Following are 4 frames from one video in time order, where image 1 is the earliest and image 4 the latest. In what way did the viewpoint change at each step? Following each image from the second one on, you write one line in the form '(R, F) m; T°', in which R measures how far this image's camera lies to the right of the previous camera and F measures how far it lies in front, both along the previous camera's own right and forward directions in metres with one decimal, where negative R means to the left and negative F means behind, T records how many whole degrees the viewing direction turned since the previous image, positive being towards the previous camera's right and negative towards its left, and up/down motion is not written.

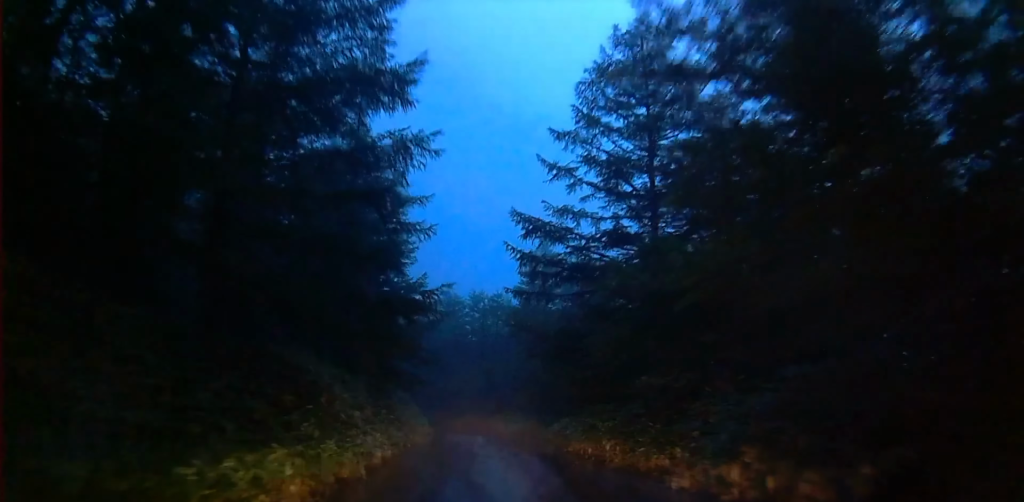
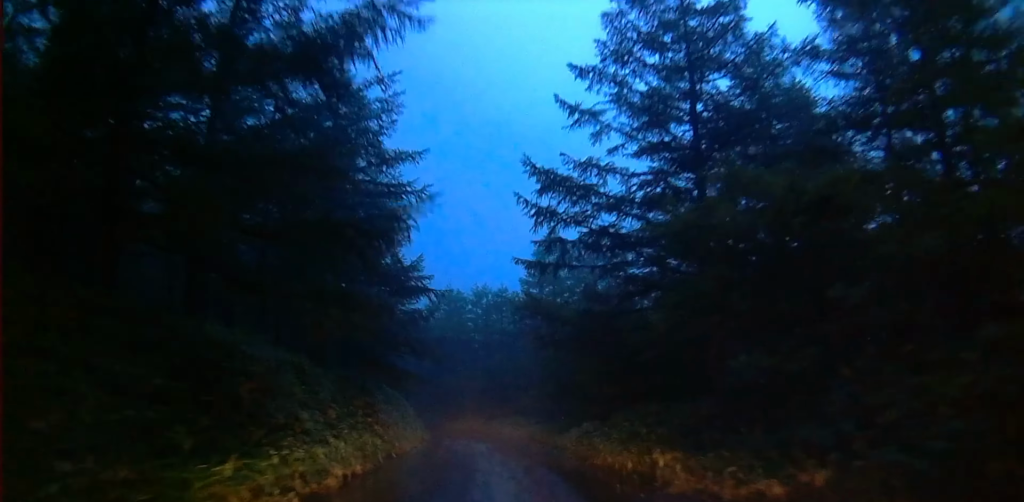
(0.0, +4.8) m; 0°
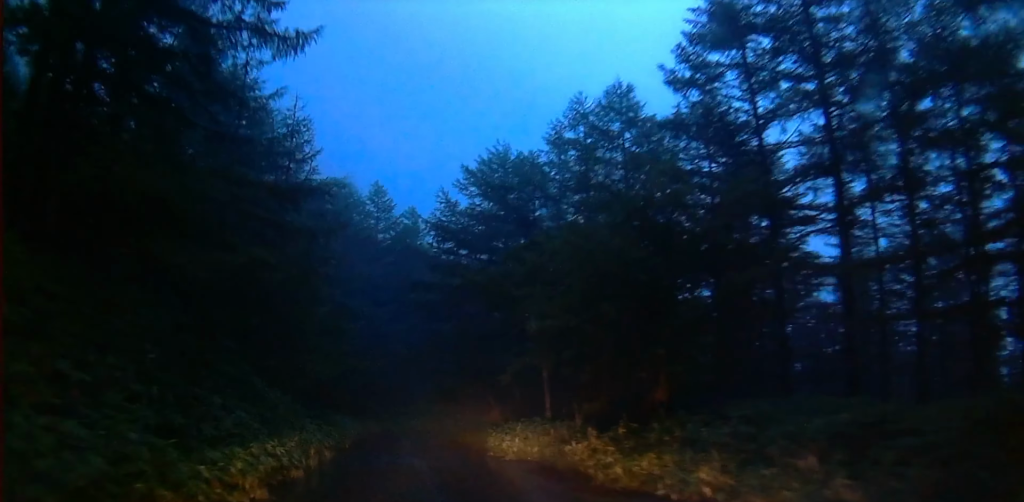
(-2.6, +41.7) m; -7°
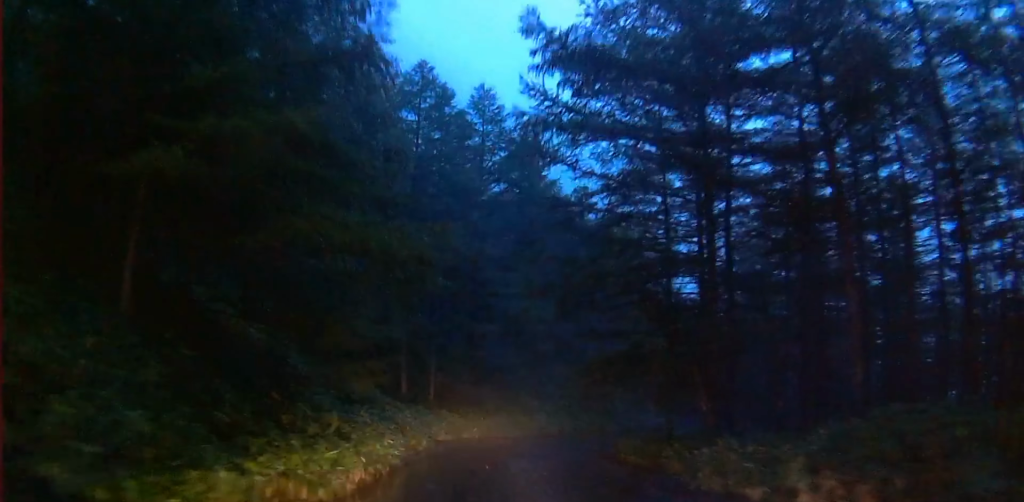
(-3.6, +18.1) m; -15°
